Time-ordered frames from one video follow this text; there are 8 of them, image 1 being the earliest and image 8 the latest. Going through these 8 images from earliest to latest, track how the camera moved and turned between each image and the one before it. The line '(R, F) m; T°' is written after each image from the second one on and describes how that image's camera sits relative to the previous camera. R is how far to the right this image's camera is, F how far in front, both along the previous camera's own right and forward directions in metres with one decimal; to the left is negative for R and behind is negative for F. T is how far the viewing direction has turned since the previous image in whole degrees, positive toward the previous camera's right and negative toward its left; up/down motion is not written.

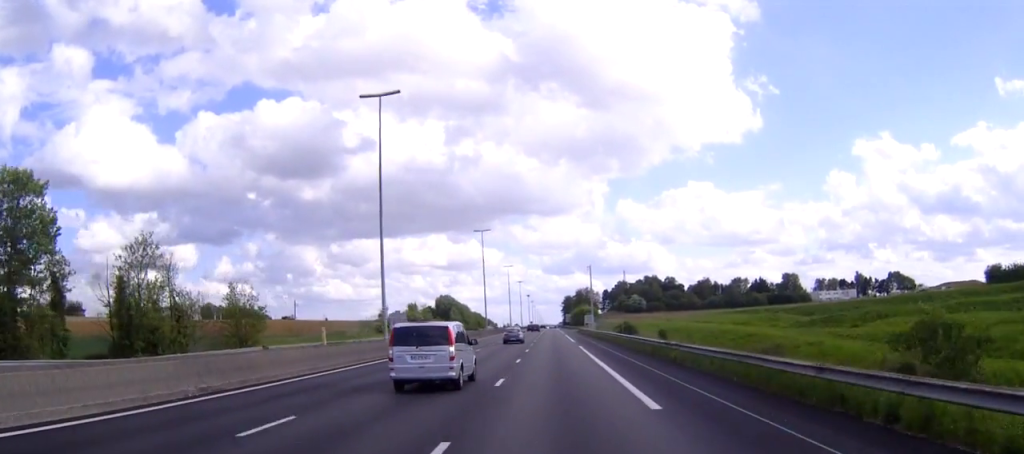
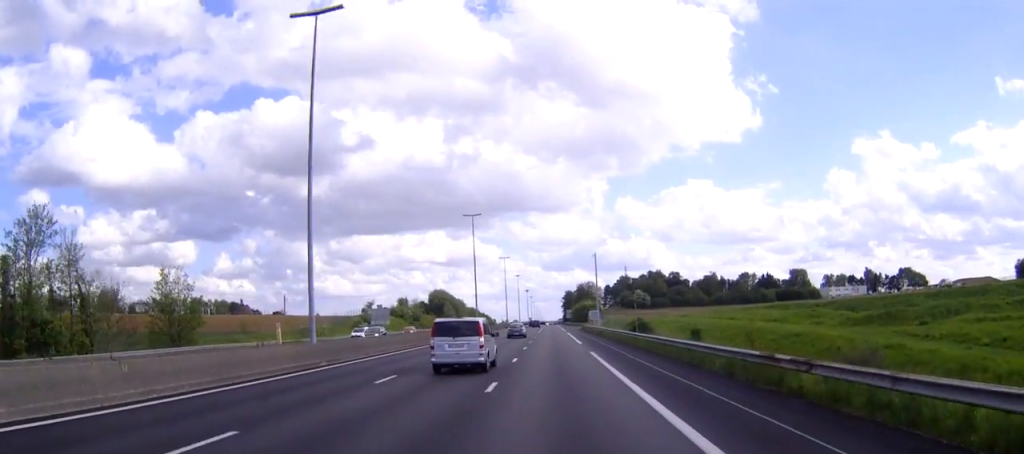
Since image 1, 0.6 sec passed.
(0.0, +15.7) m; 0°
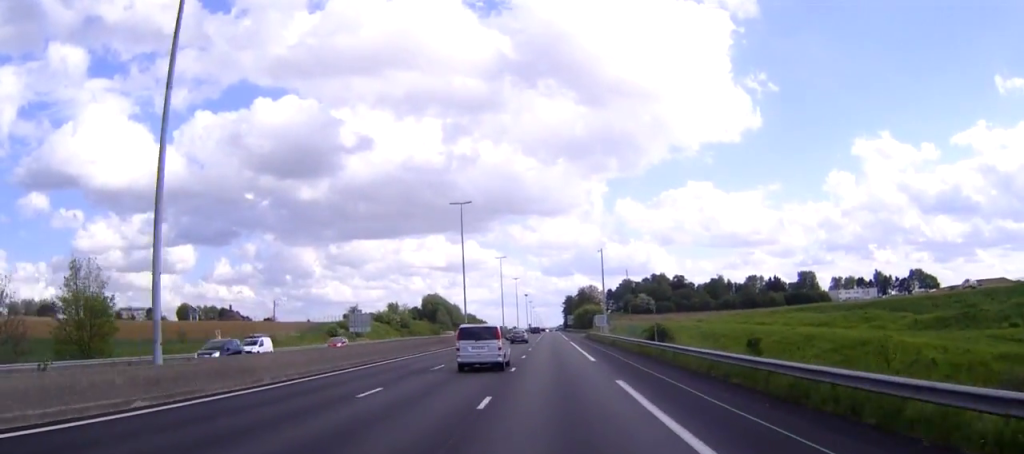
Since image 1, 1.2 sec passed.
(0.0, +14.9) m; 0°
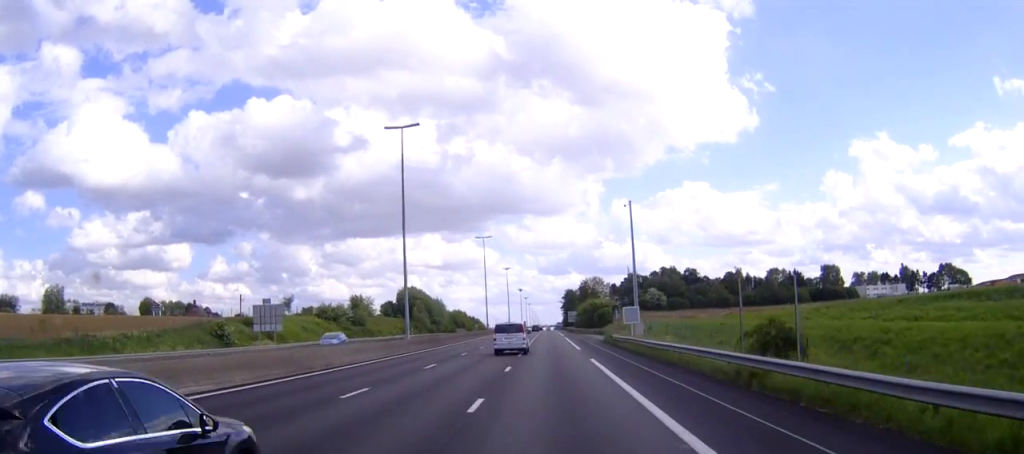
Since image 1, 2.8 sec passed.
(+0.1, +39.7) m; 0°
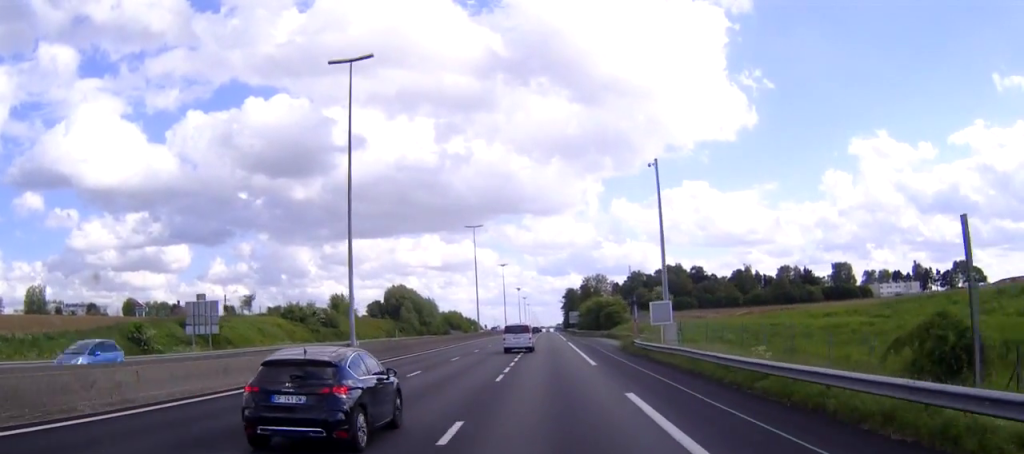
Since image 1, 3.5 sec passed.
(0.0, +16.5) m; 0°
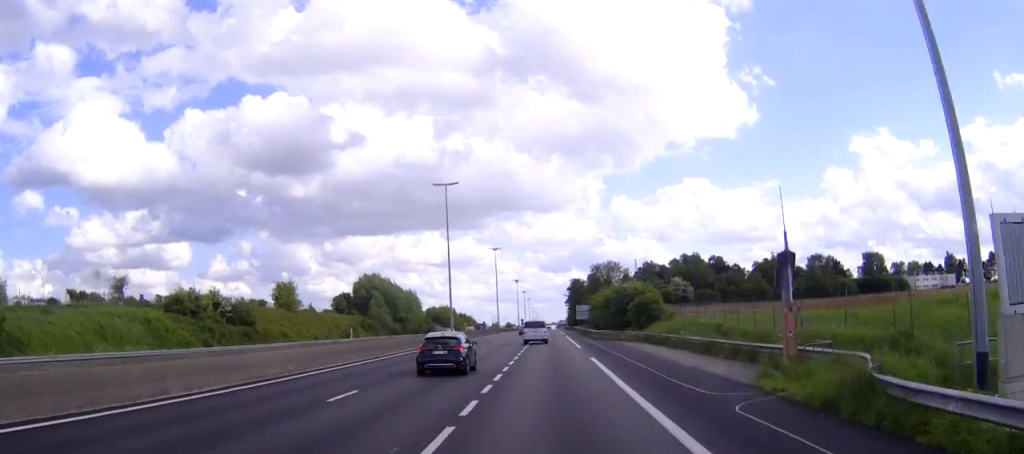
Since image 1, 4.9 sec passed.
(0.0, +35.4) m; 0°
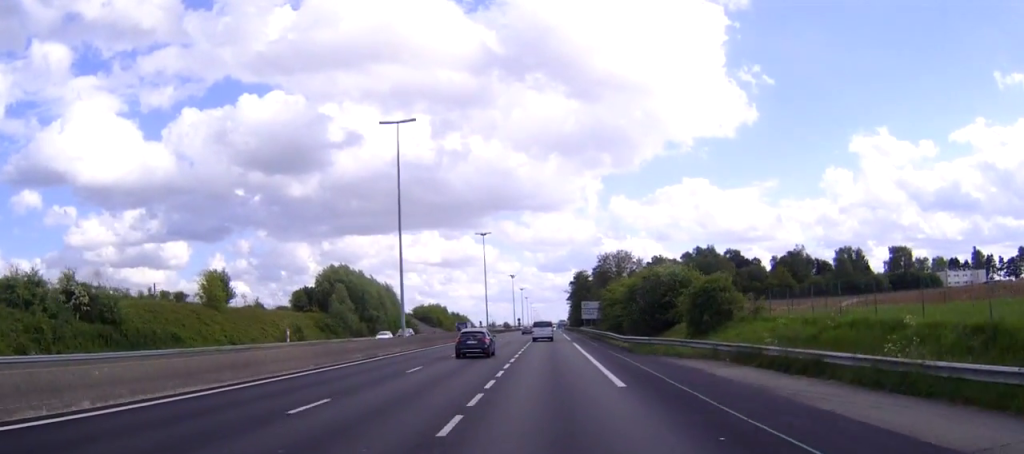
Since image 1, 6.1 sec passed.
(0.0, +28.1) m; 0°
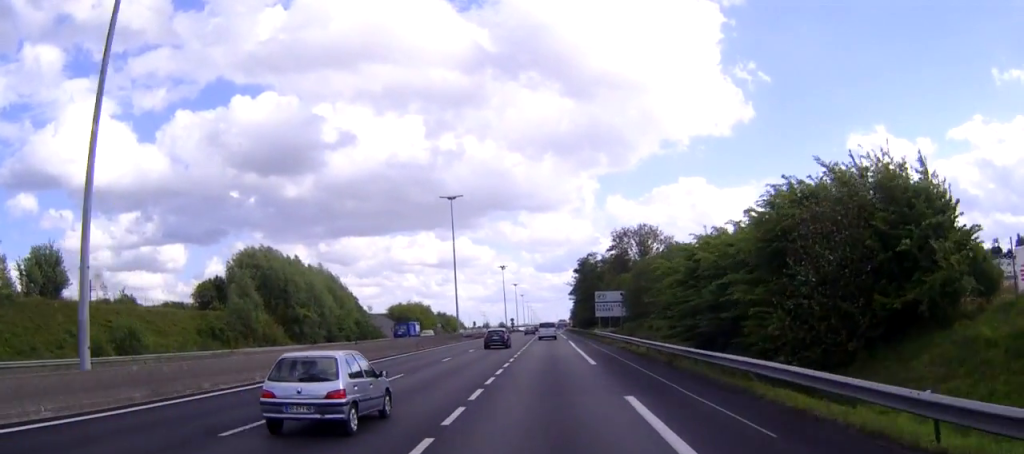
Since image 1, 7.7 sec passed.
(+0.1, +41.4) m; 0°
